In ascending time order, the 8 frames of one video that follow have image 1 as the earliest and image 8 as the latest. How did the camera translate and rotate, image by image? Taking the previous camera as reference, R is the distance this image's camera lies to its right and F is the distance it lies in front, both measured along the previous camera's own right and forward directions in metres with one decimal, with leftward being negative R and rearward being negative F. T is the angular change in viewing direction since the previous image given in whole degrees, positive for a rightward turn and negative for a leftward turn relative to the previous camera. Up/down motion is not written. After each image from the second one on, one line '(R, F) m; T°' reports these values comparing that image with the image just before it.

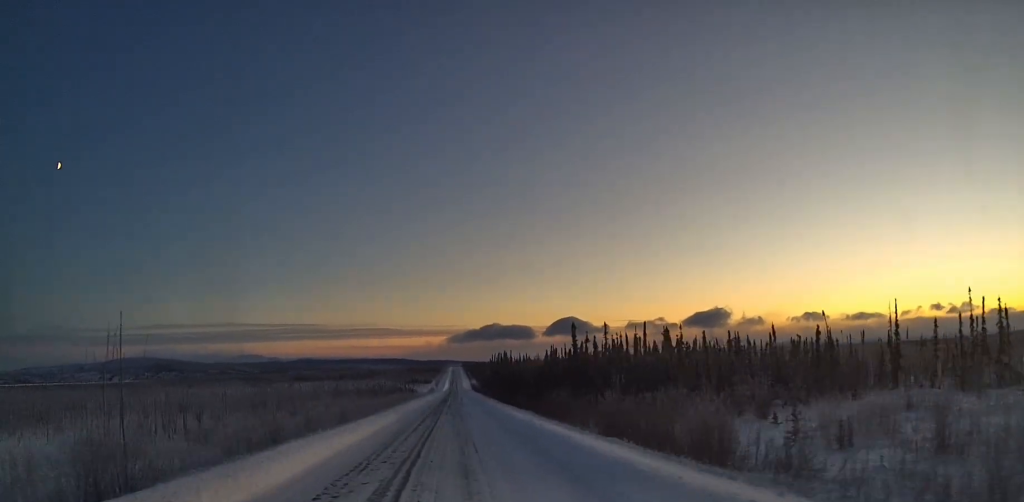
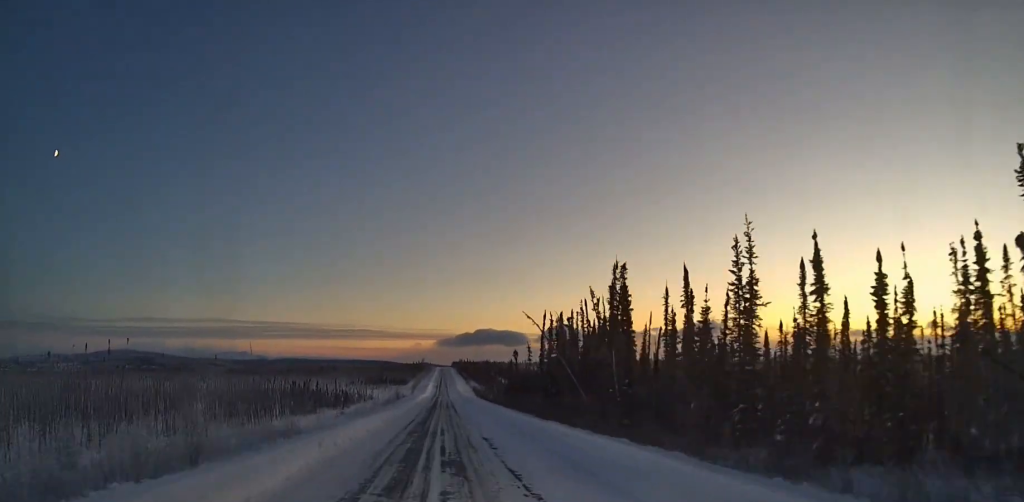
(-0.8, +145.8) m; 0°
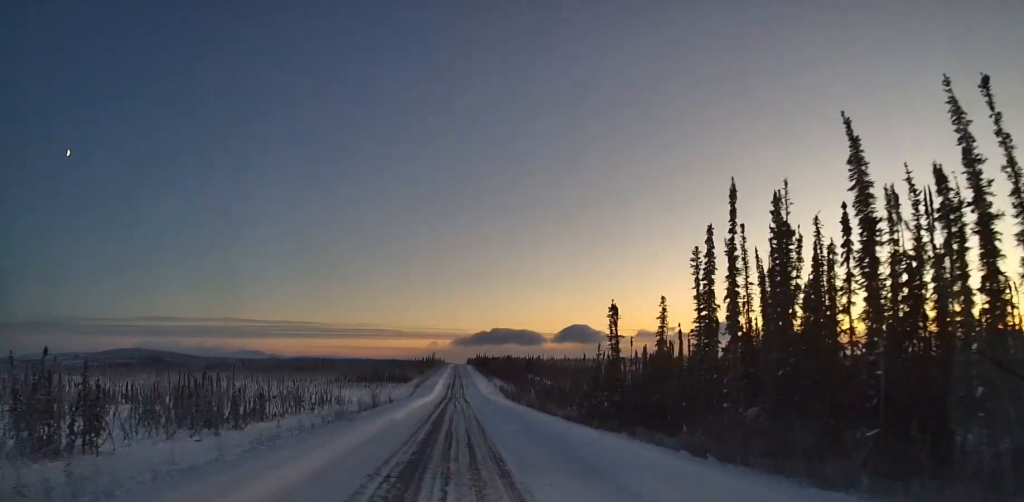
(+0.2, +62.2) m; 0°
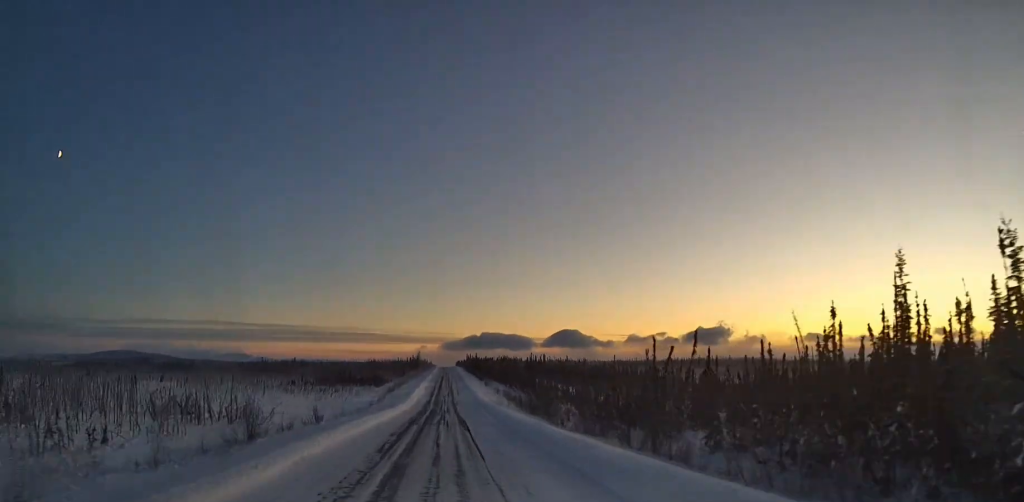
(+0.1, +45.3) m; 0°
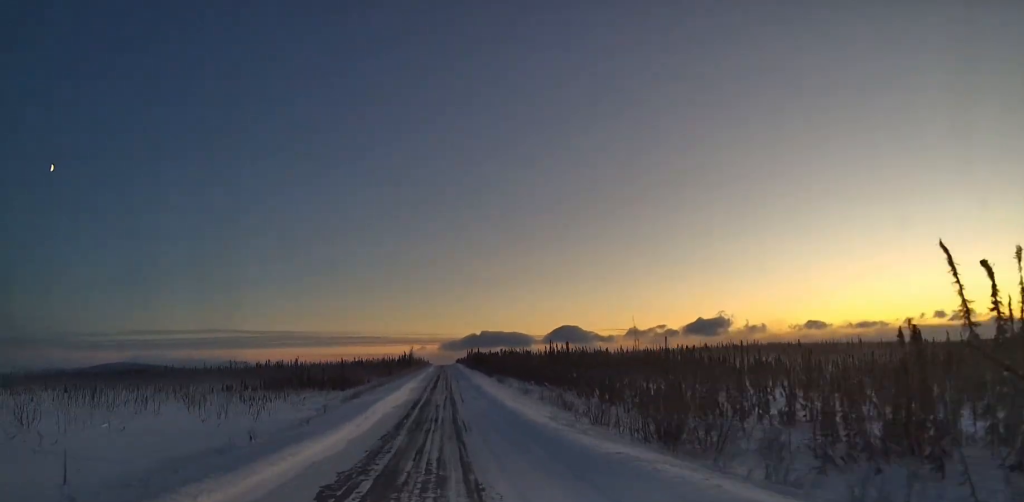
(+0.2, +45.2) m; 0°
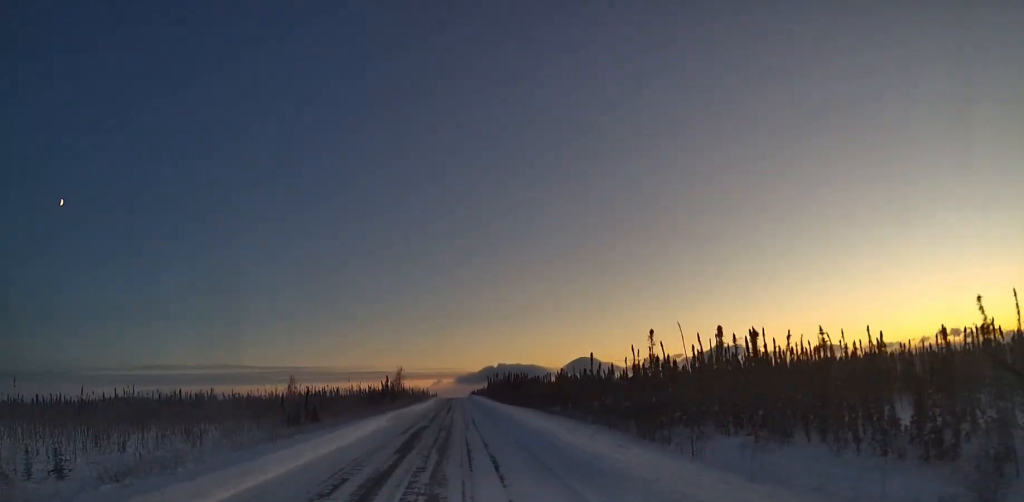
(-0.4, +105.9) m; 0°
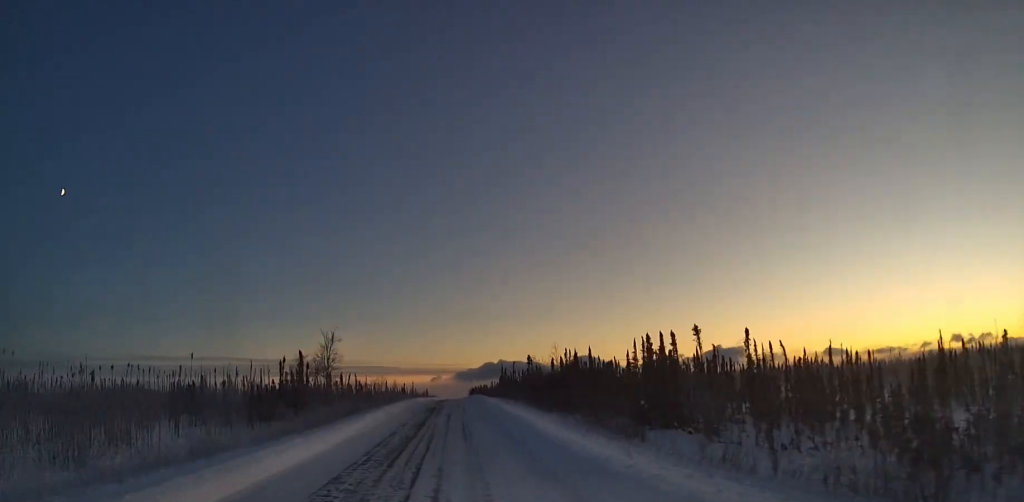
(-0.3, +88.5) m; 0°
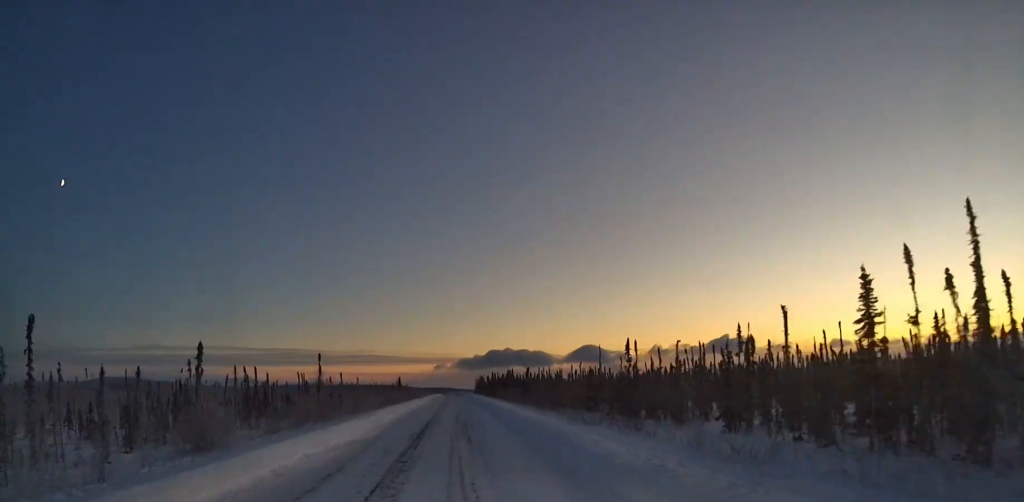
(+0.5, +159.7) m; 0°
